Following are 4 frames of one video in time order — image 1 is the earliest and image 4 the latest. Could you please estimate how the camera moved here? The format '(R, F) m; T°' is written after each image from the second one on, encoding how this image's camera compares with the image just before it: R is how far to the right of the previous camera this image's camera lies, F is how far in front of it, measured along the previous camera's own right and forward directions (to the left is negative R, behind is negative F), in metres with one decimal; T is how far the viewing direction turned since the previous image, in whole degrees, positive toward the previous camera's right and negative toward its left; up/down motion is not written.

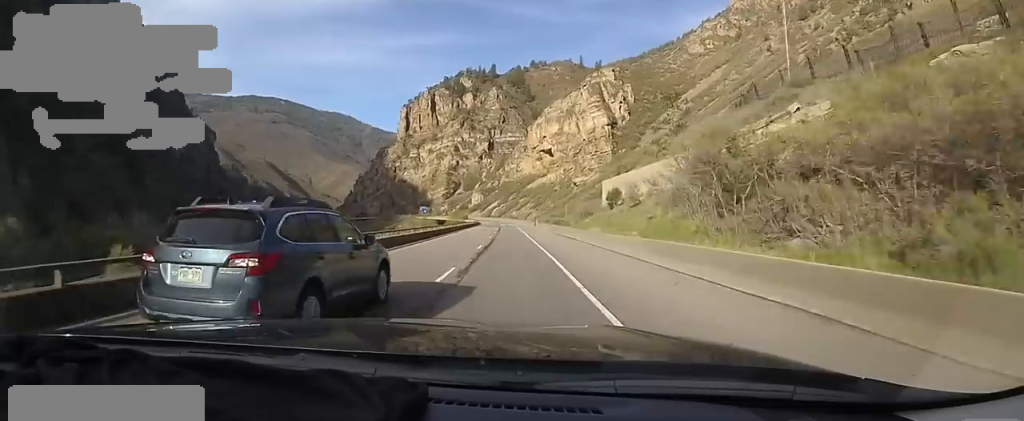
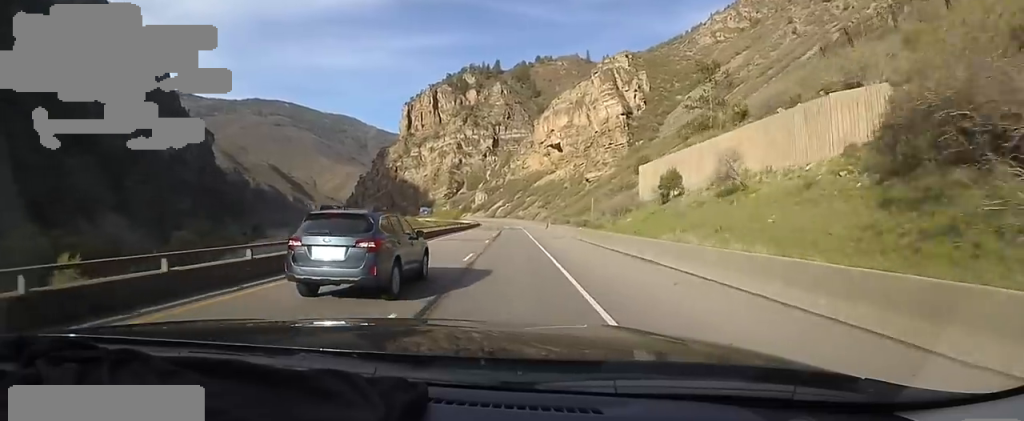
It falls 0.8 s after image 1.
(-0.7, +19.3) m; +2°
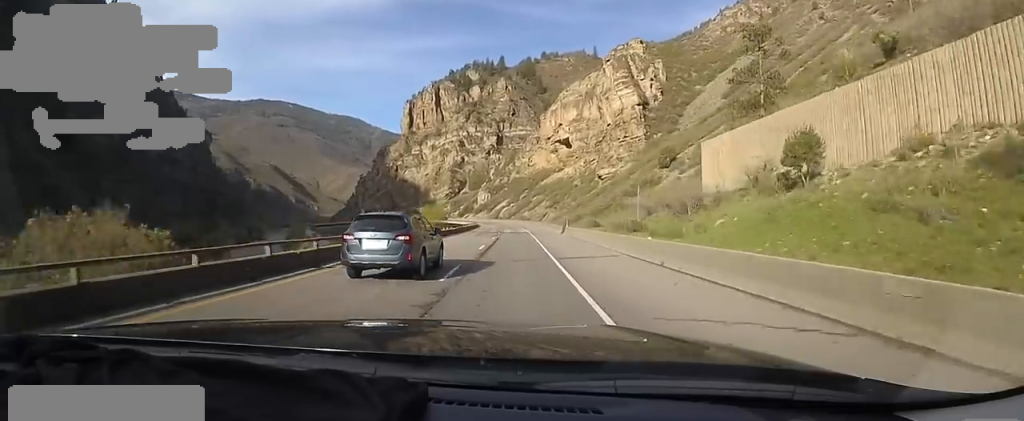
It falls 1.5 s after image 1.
(+0.7, +17.7) m; -1°
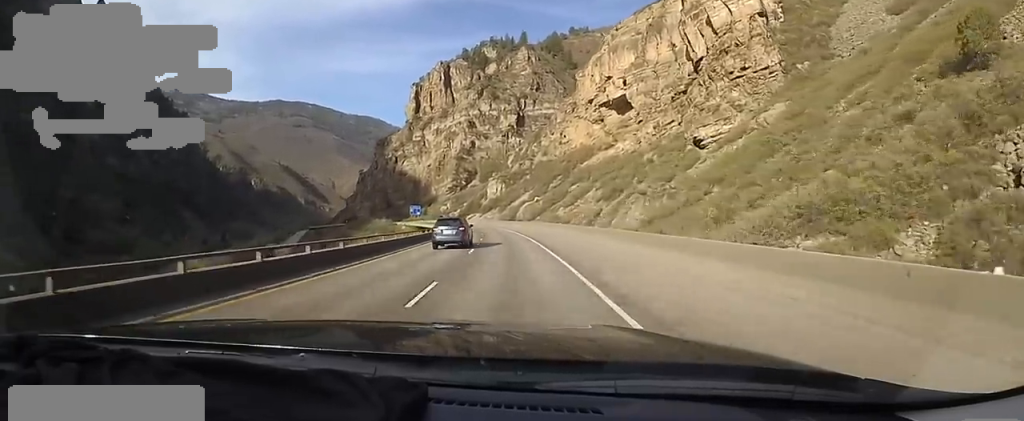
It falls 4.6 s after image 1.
(-4.7, +78.0) m; -6°
